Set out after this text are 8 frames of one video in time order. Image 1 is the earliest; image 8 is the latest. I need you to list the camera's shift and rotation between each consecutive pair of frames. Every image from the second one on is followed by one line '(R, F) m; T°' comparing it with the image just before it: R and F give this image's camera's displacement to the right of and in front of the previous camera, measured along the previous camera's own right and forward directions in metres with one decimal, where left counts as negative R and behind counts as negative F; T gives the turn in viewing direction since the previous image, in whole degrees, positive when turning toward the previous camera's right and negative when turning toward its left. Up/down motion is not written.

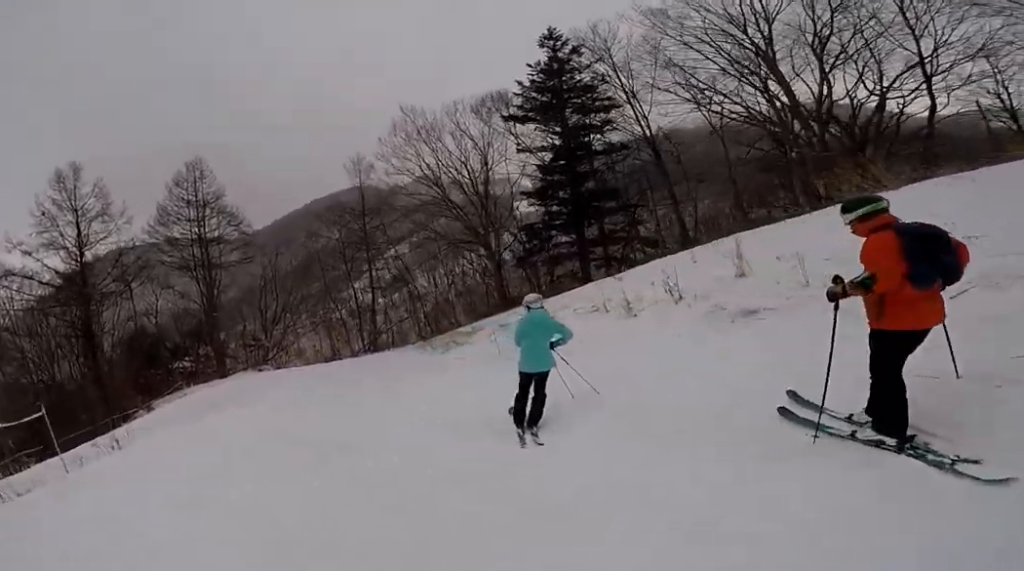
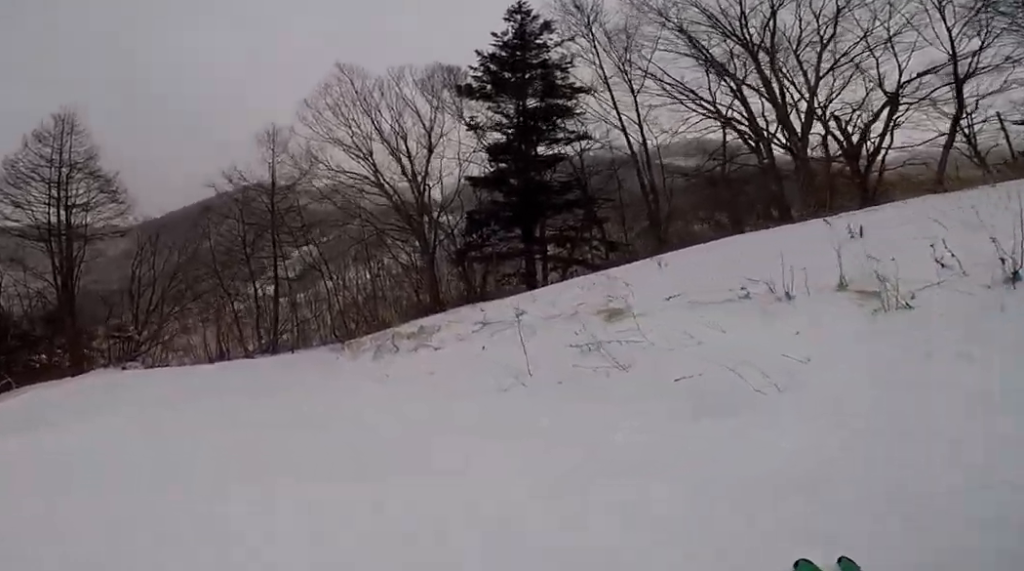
(+0.6, +3.6) m; +6°
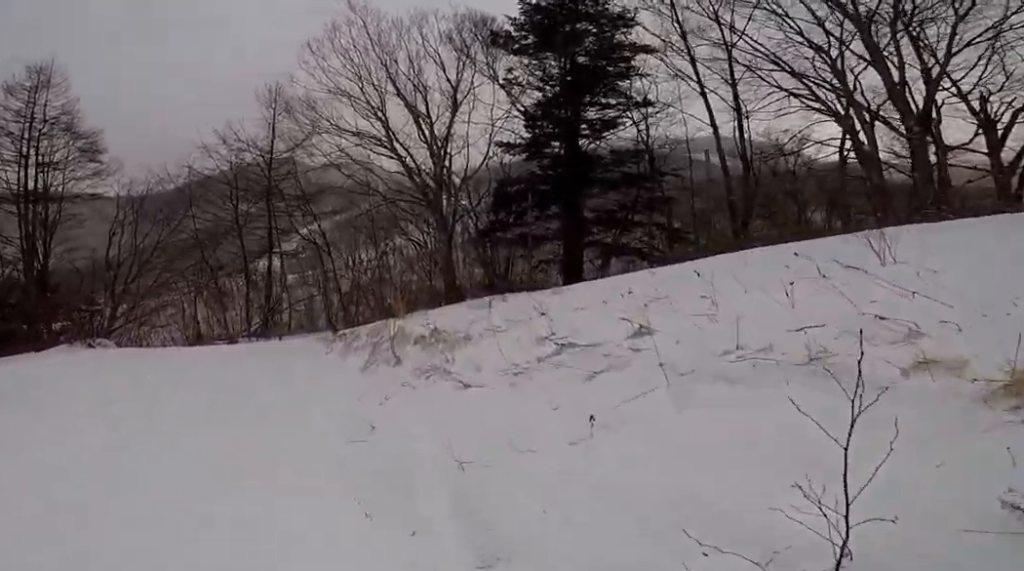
(0.0, +3.3) m; -7°
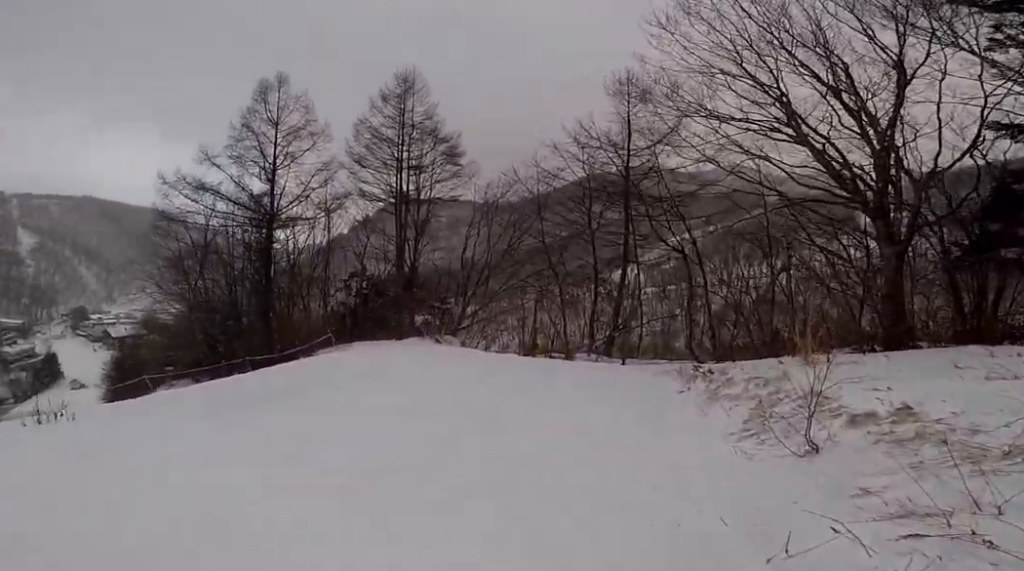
(-0.4, +3.2) m; -8°
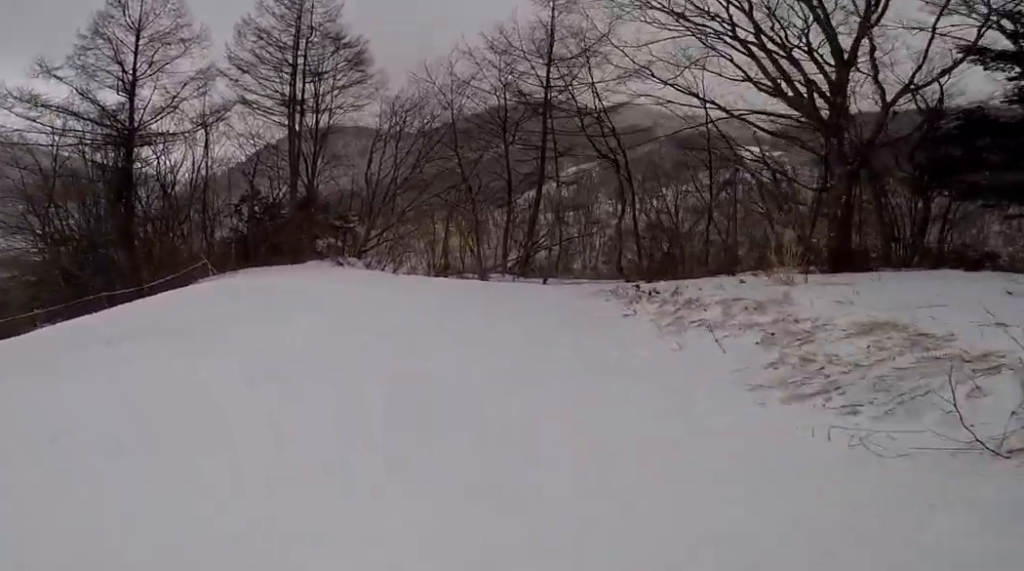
(0.0, +3.6) m; 0°
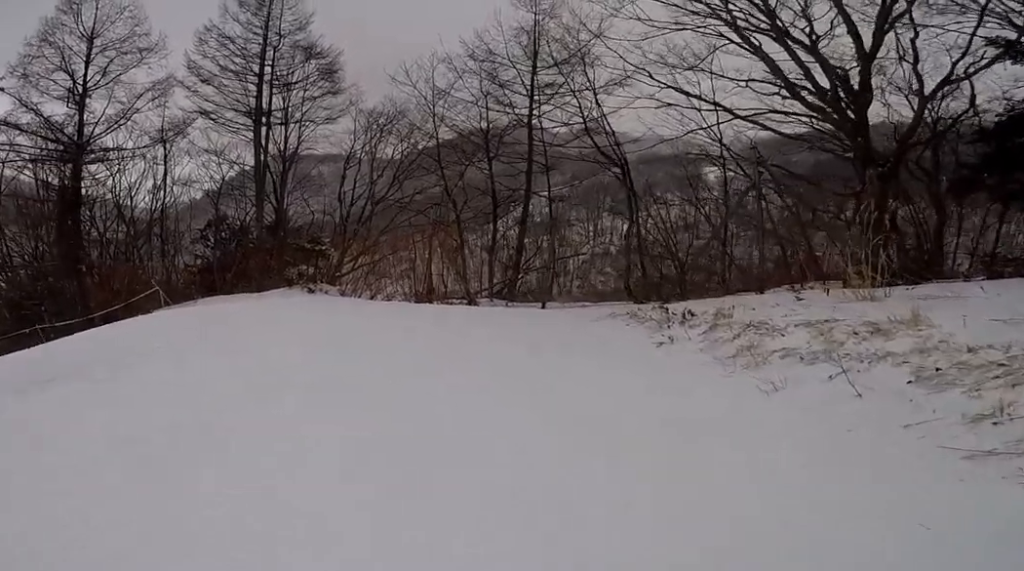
(0.0, +2.0) m; 0°
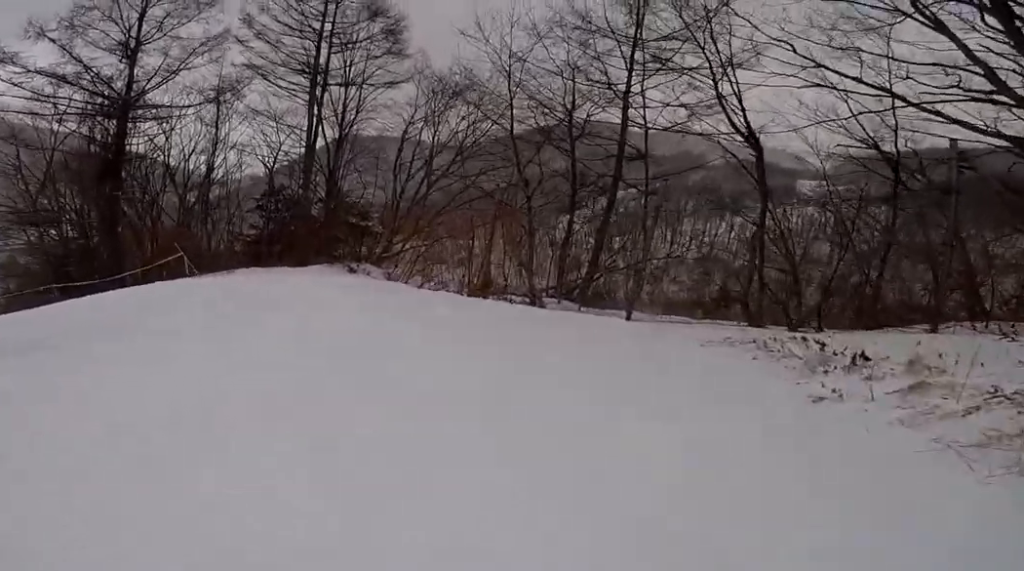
(0.0, +2.3) m; -9°
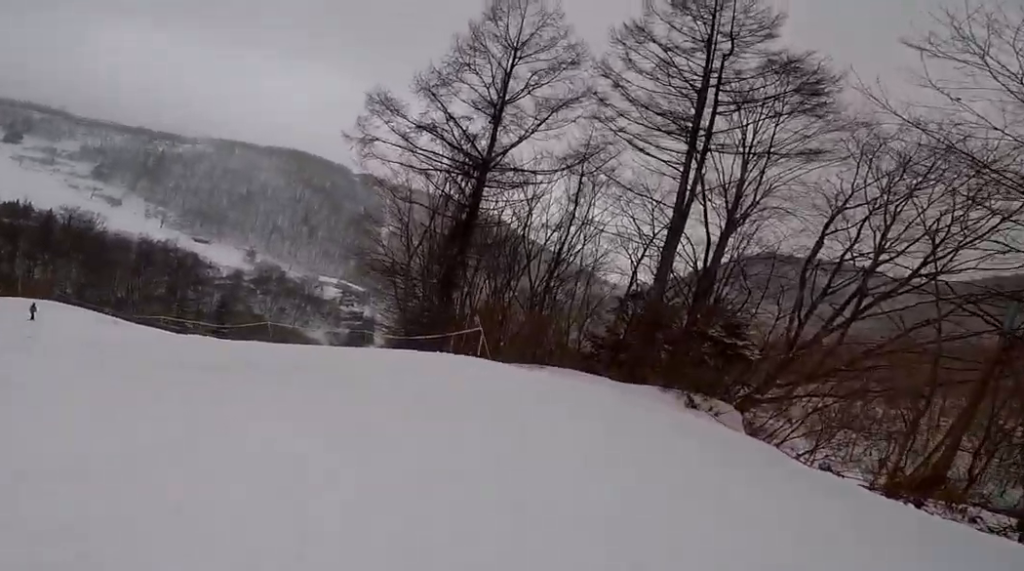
(-0.5, +3.5) m; -32°
